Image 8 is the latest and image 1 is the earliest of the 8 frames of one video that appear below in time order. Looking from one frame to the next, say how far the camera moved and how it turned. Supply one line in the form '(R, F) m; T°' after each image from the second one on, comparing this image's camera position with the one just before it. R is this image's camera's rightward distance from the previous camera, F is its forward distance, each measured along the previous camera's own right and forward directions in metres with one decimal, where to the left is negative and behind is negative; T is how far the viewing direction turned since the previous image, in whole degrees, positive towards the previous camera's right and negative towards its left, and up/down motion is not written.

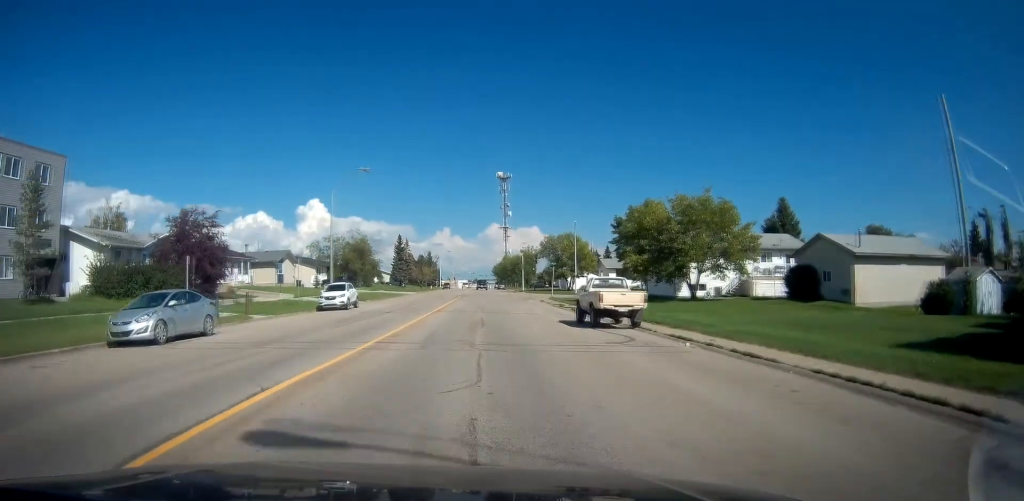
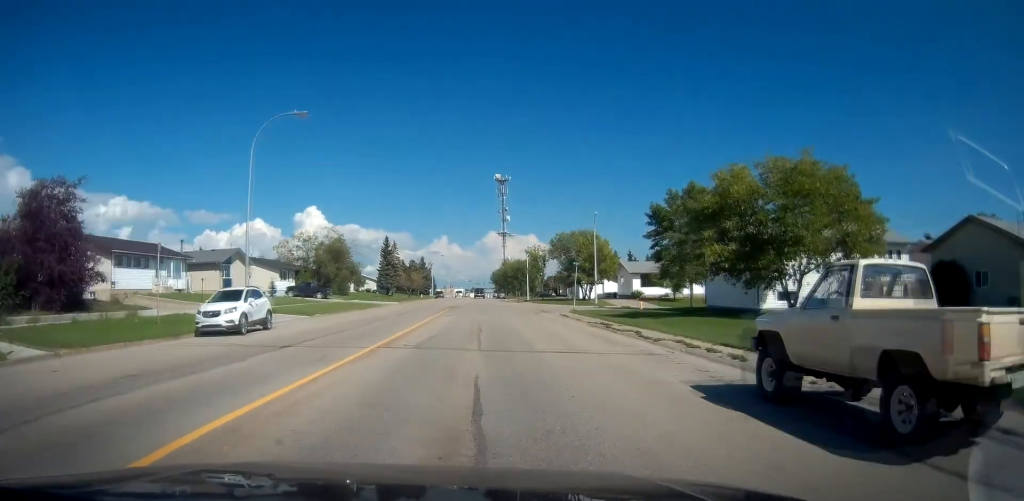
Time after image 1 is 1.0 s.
(0.0, +15.1) m; 0°
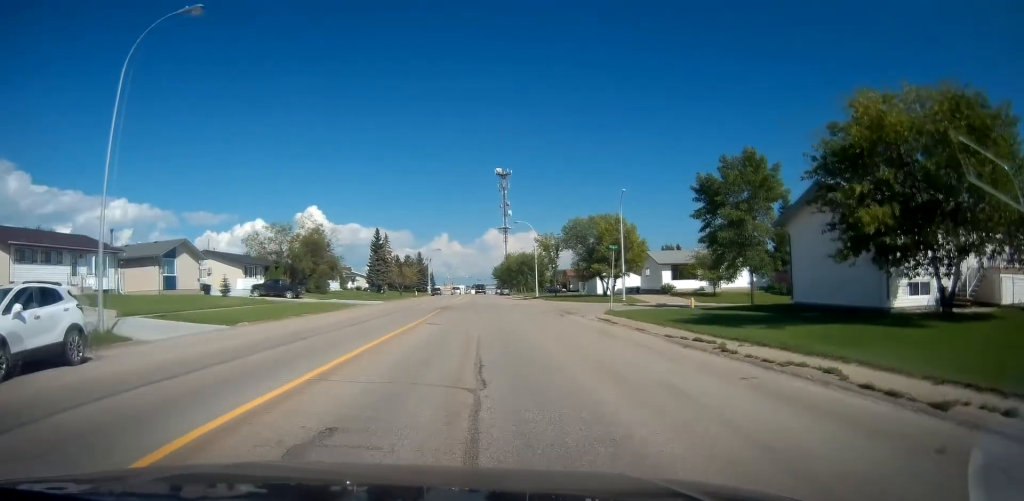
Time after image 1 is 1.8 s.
(0.0, +11.8) m; 0°
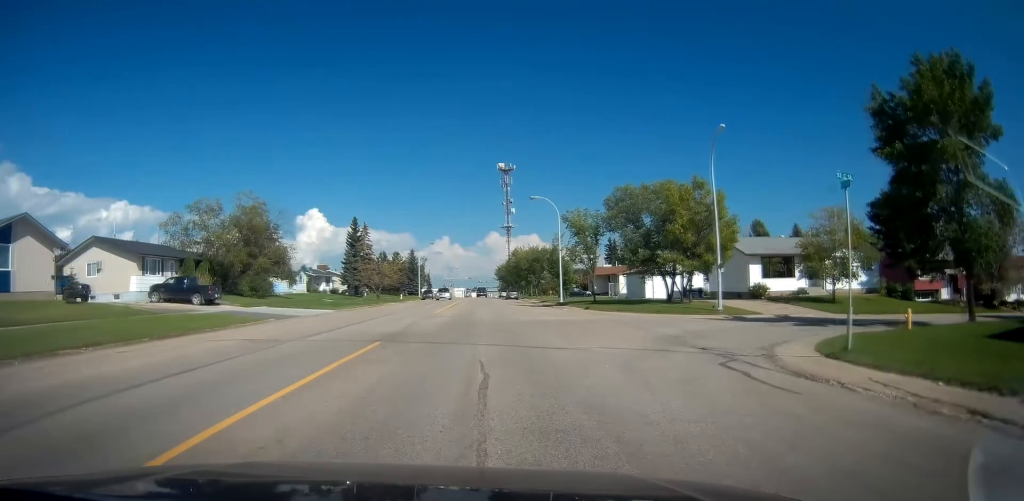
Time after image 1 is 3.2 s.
(0.0, +20.7) m; 0°
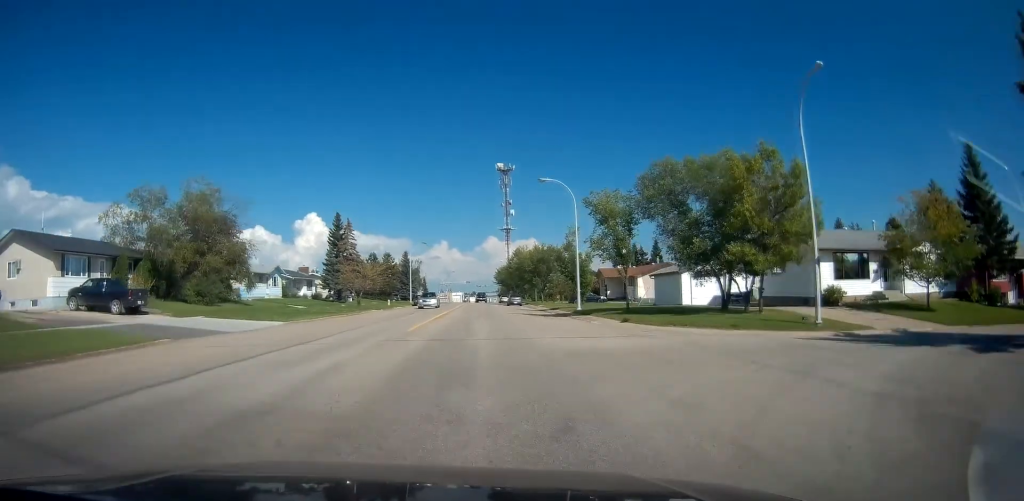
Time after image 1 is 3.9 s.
(0.0, +9.9) m; 0°
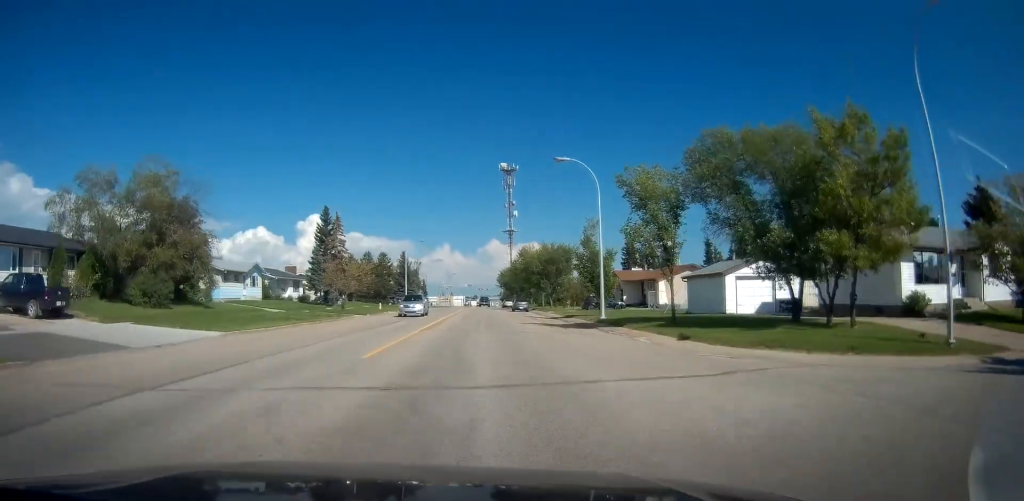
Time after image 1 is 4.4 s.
(0.0, +7.5) m; 0°
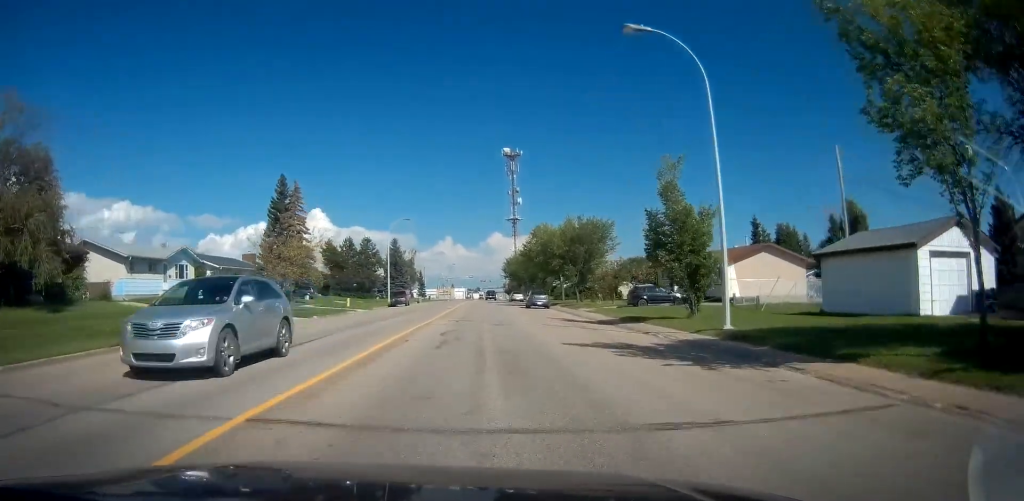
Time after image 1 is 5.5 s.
(0.0, +16.9) m; 0°
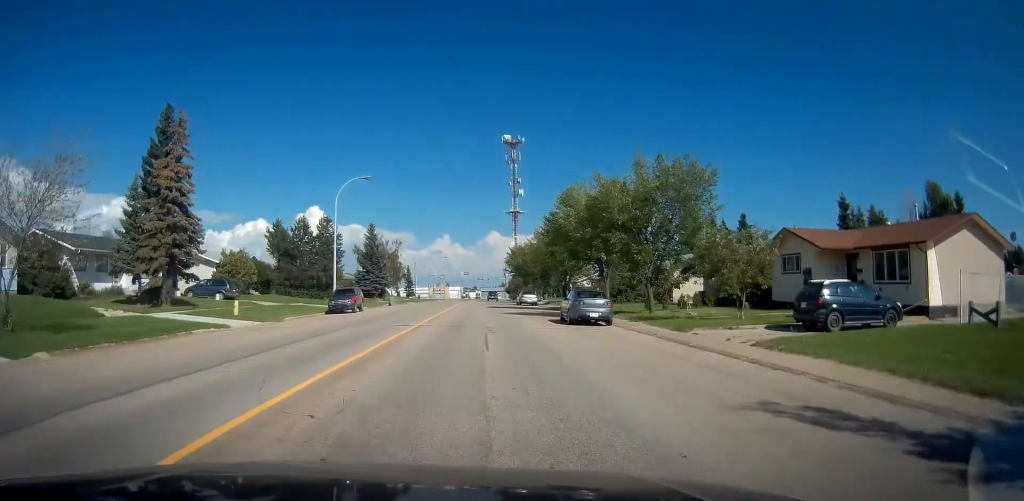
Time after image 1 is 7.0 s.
(0.0, +22.5) m; 0°
